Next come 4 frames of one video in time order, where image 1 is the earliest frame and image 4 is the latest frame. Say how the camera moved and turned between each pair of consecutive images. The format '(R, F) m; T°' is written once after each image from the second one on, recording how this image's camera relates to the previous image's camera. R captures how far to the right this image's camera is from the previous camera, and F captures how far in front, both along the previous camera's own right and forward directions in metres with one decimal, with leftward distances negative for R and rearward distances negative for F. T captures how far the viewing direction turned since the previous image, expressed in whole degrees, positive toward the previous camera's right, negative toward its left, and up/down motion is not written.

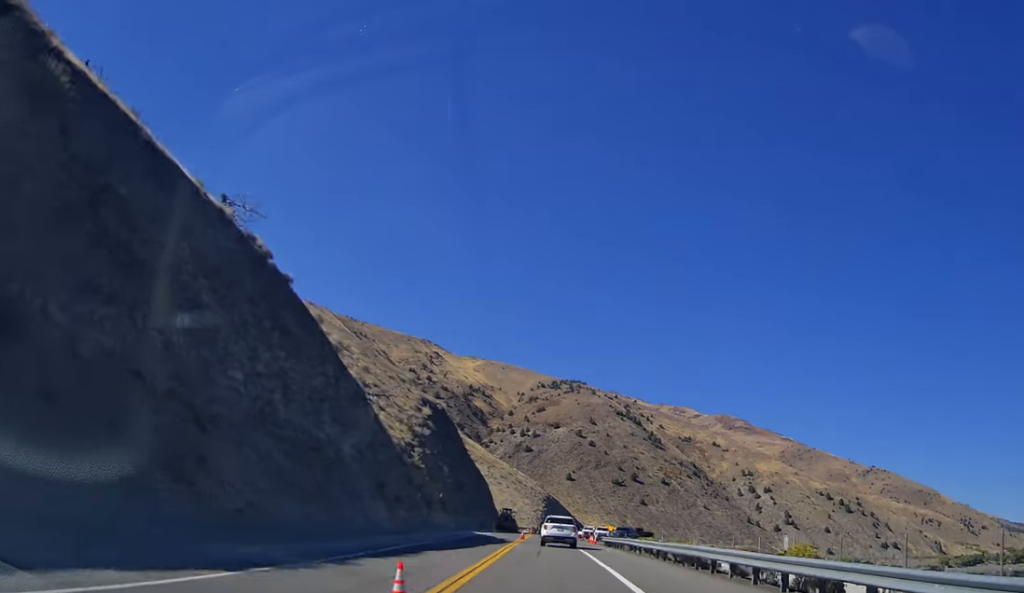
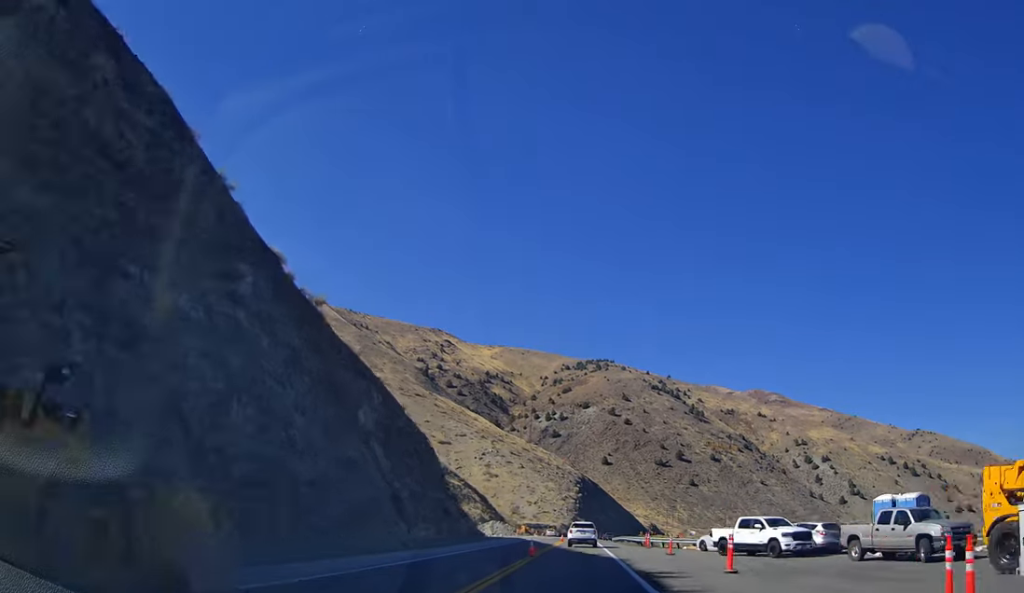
(-7.4, +104.9) m; -5°
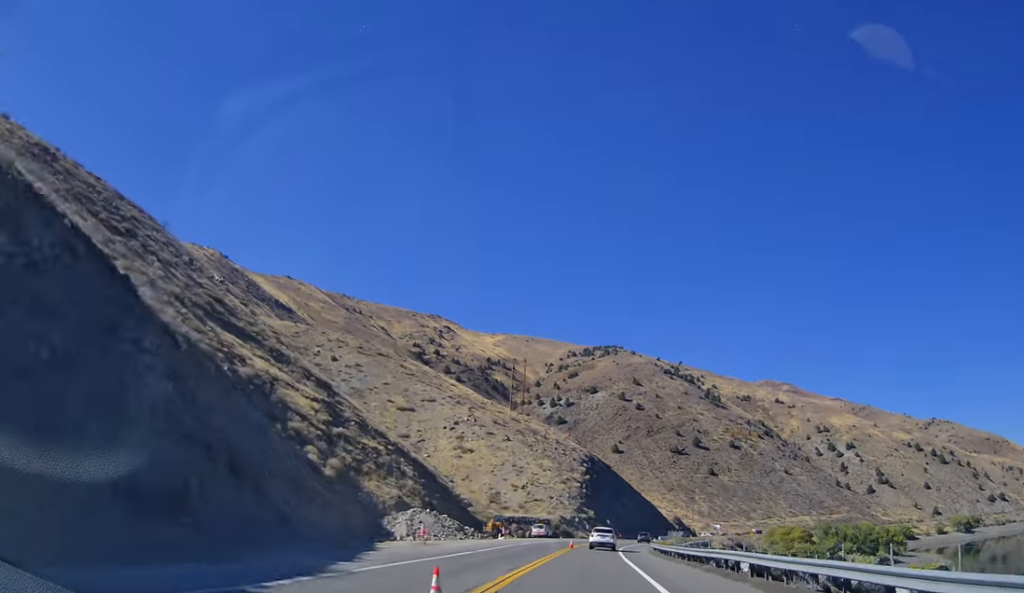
(0.0, +56.7) m; 0°
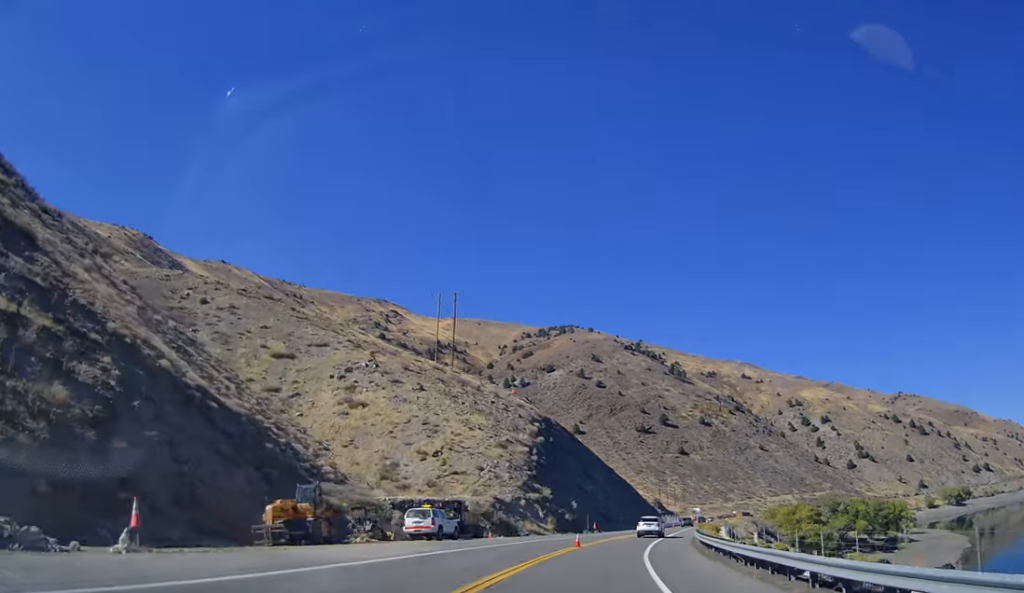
(+0.5, +49.3) m; +2°
